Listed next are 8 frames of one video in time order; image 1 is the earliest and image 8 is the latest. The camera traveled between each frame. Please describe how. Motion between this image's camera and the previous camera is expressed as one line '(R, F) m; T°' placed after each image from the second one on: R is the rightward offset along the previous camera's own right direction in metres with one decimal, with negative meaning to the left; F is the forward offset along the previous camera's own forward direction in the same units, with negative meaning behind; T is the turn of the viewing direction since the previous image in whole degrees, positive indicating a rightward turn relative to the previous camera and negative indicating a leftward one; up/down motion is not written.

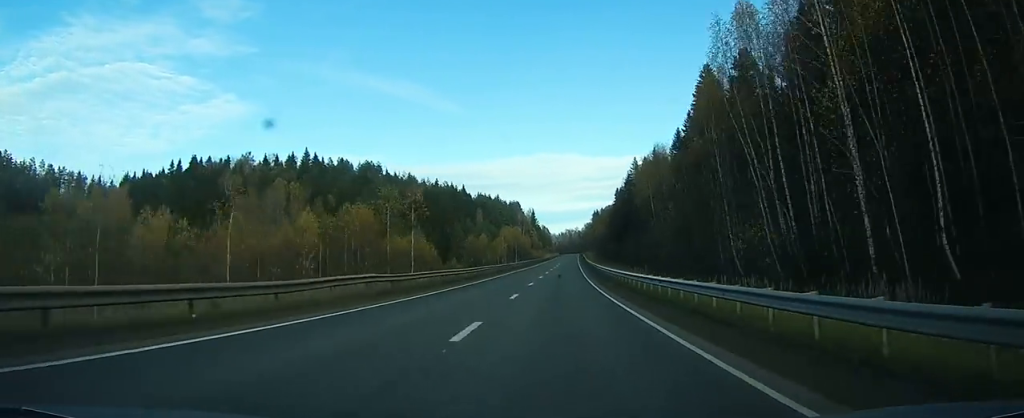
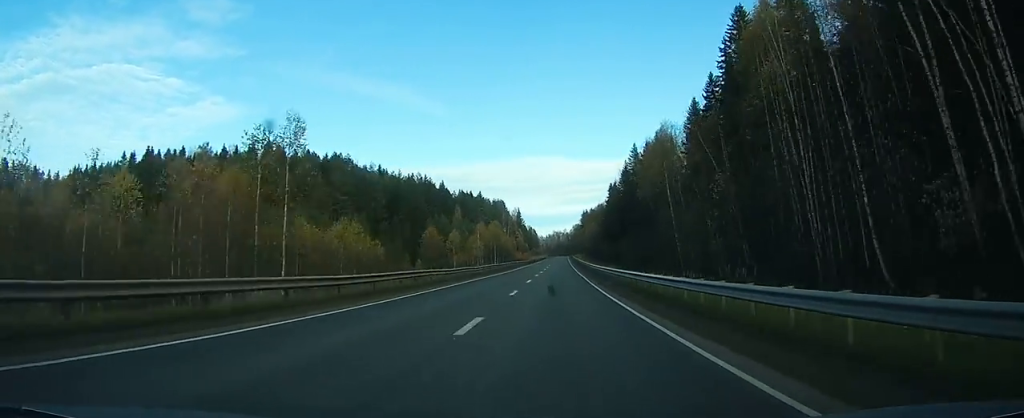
(+0.1, +23.7) m; +2°
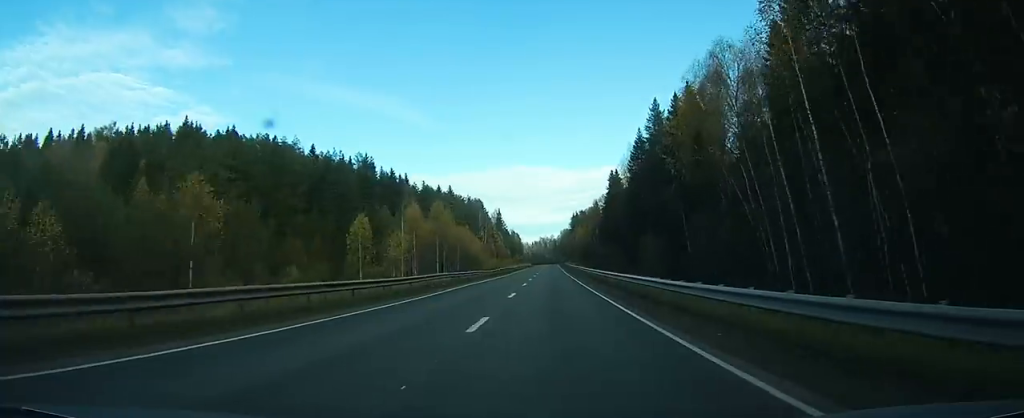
(+1.4, +47.3) m; +2°
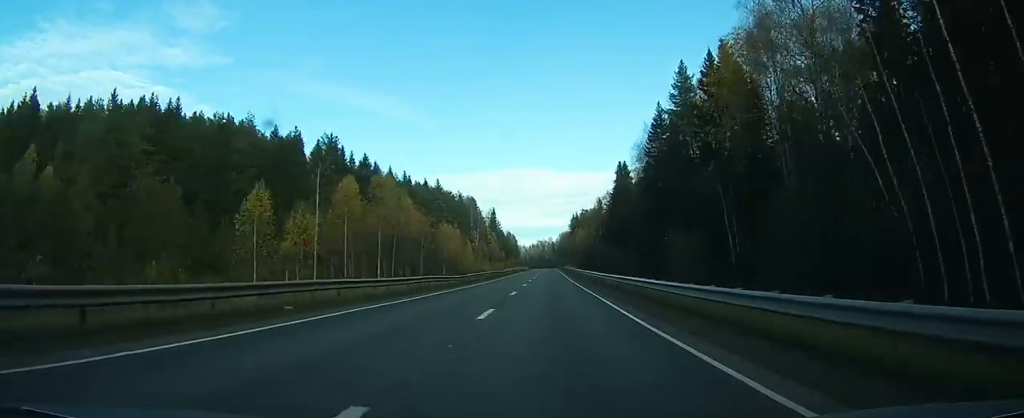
(+0.3, +21.8) m; 0°
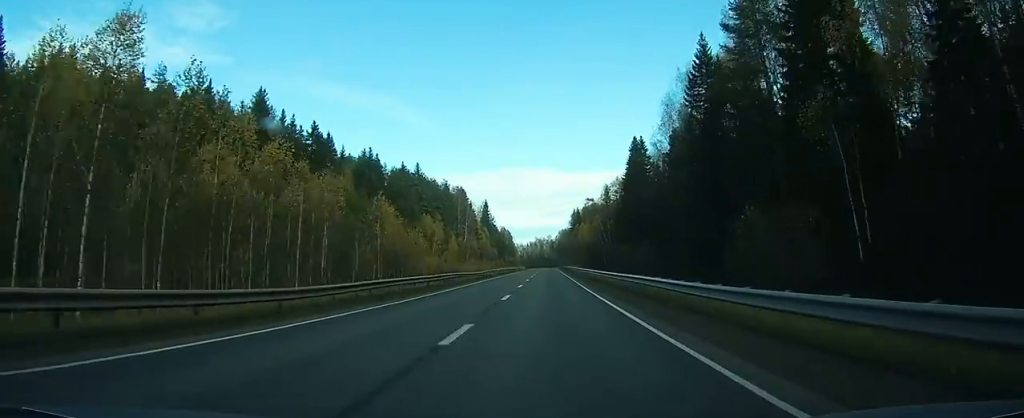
(+0.2, +29.1) m; 0°
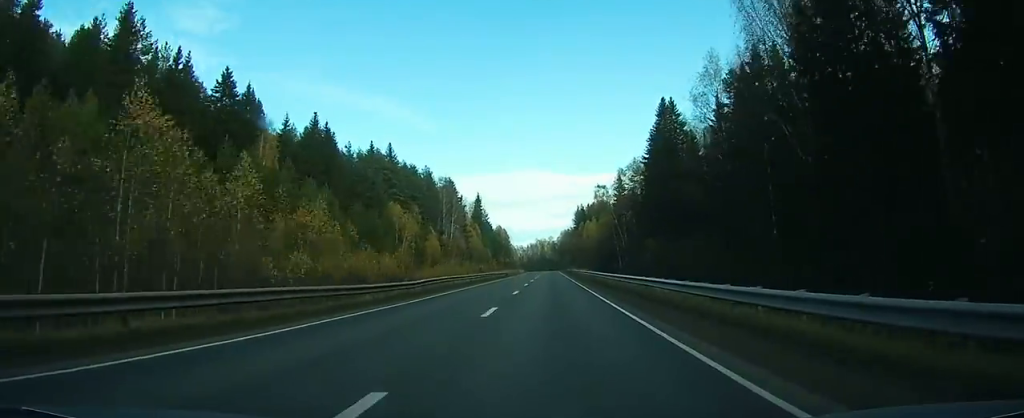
(+0.1, +30.9) m; 0°
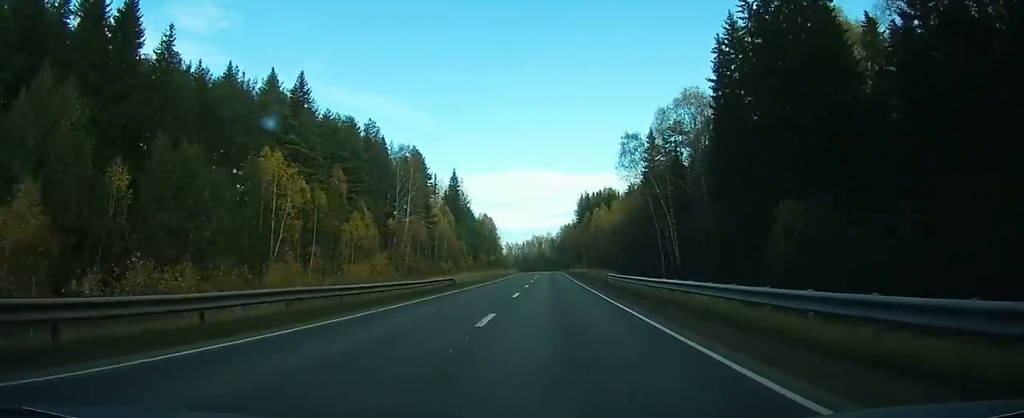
(0.0, +51.0) m; 0°
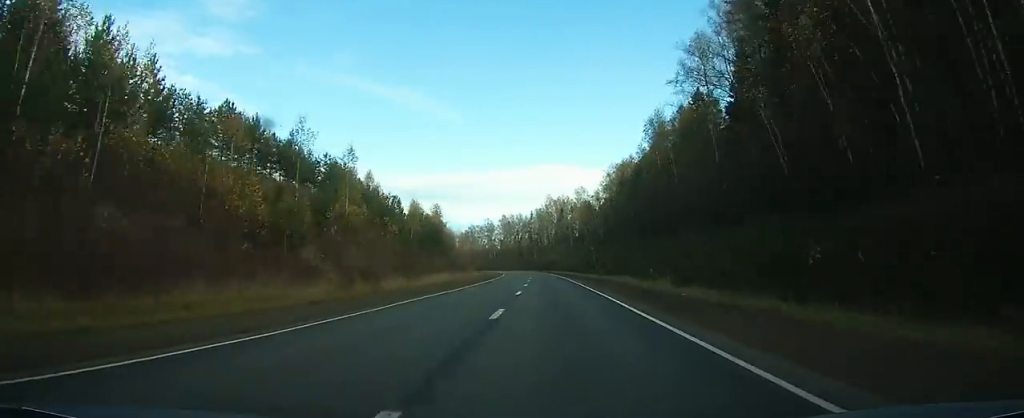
(-2.9, +219.4) m; -2°
